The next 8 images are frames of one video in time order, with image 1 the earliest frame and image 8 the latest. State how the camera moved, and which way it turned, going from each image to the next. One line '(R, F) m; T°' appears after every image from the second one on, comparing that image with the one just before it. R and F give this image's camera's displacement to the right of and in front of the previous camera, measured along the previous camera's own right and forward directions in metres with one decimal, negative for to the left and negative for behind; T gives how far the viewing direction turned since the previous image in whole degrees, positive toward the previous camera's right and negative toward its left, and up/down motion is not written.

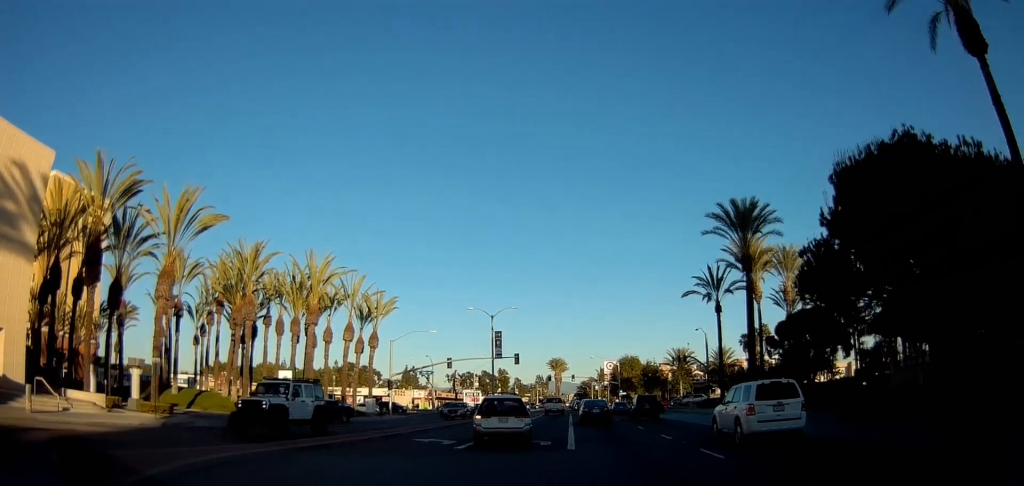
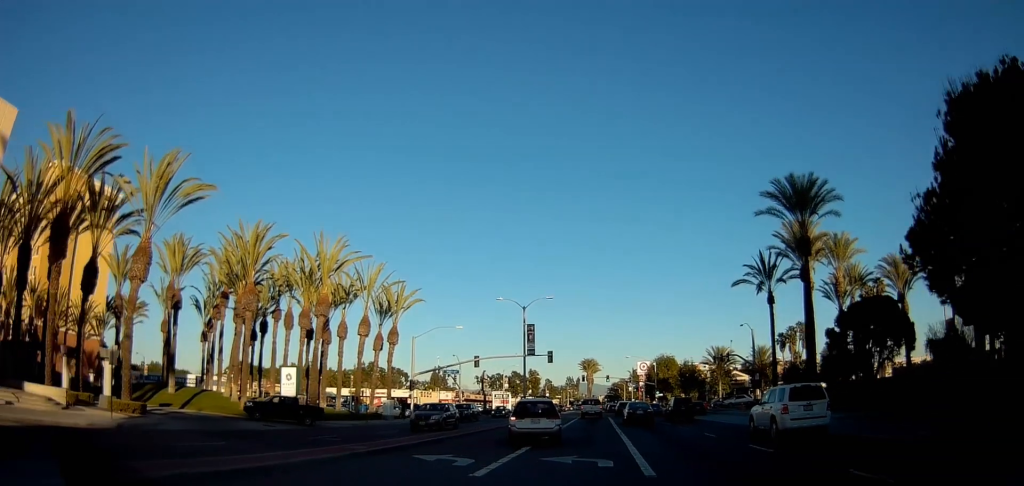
(-0.2, +6.0) m; -2°
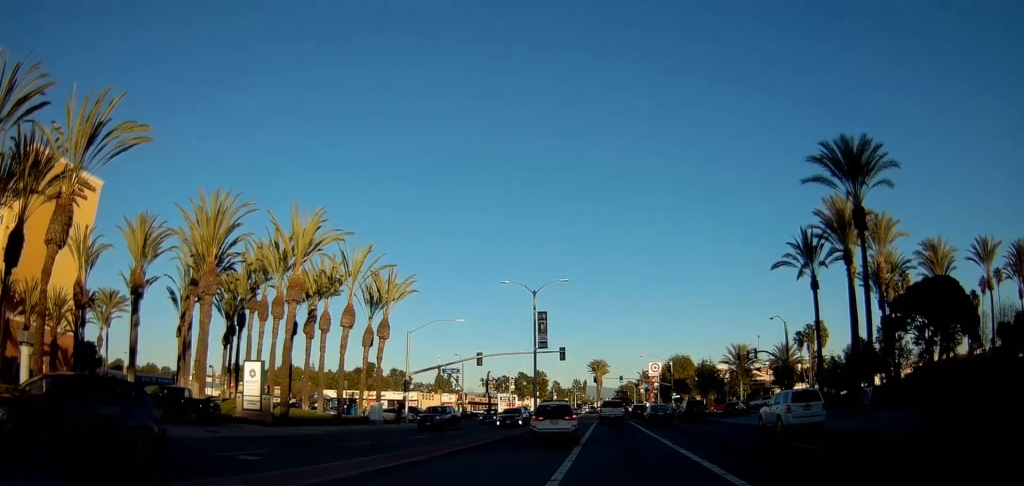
(-0.1, +7.7) m; 0°
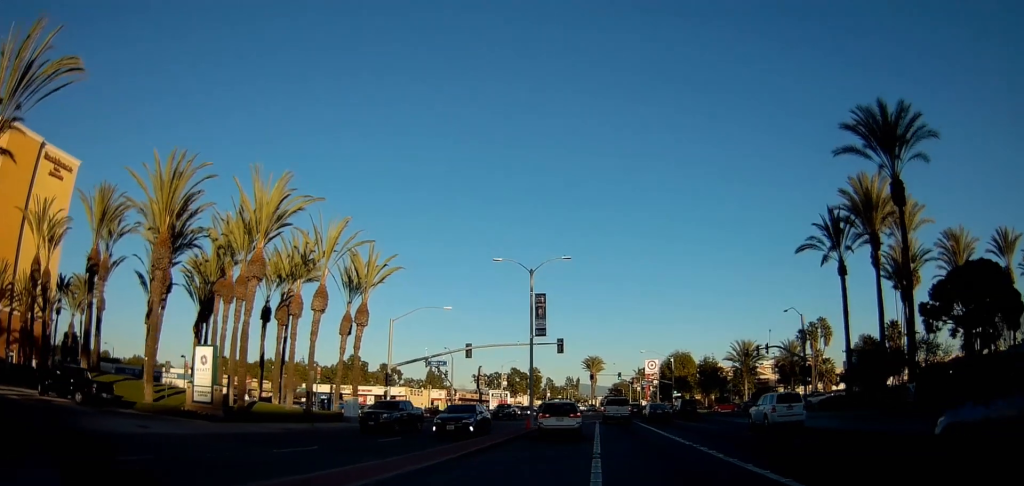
(+0.2, +5.5) m; +1°
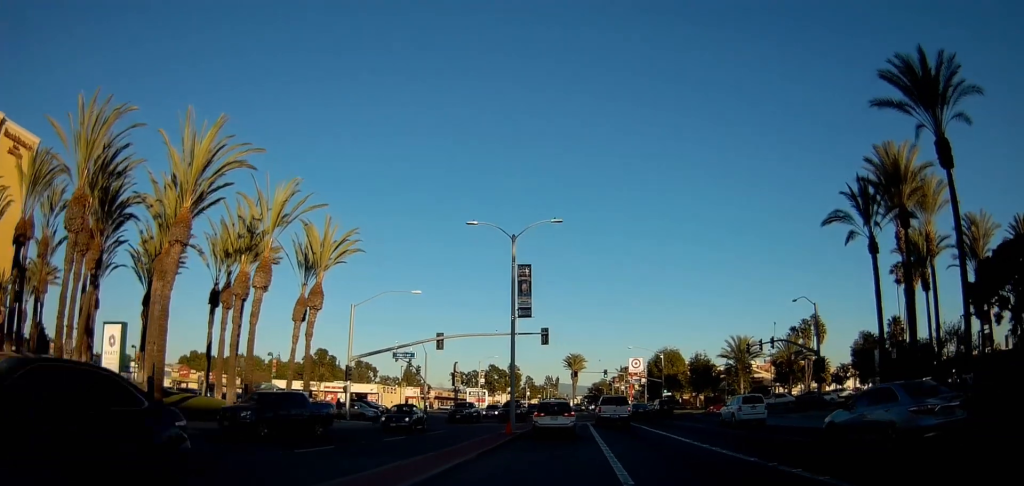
(0.0, +6.9) m; 0°
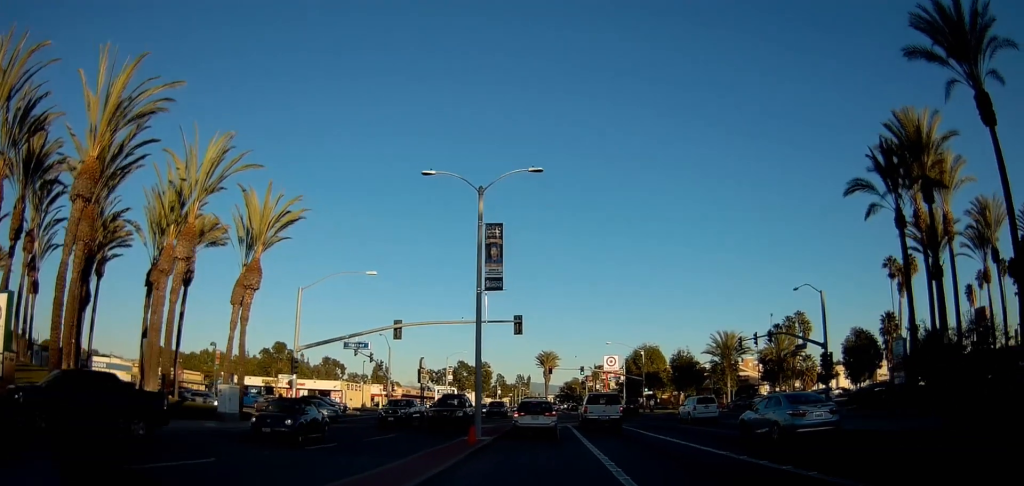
(0.0, +6.2) m; +1°
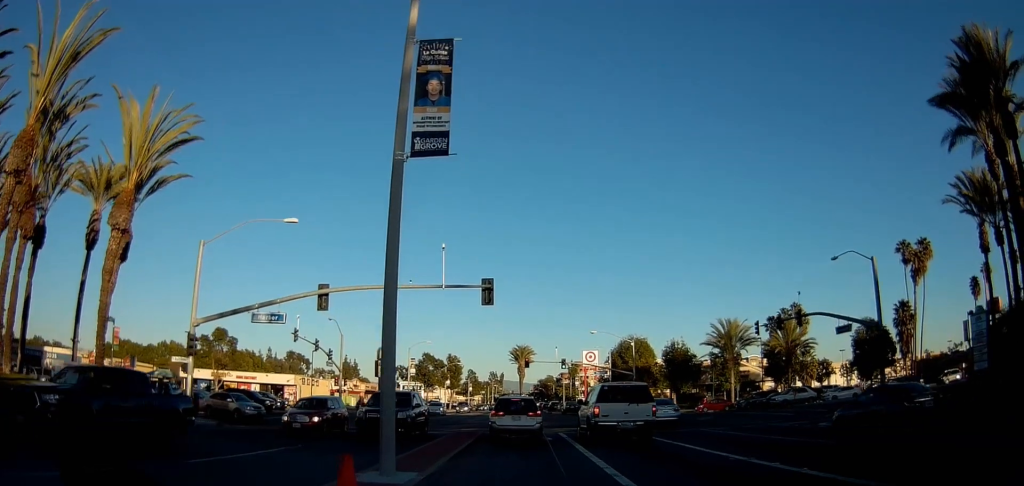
(+0.5, +11.7) m; +5°
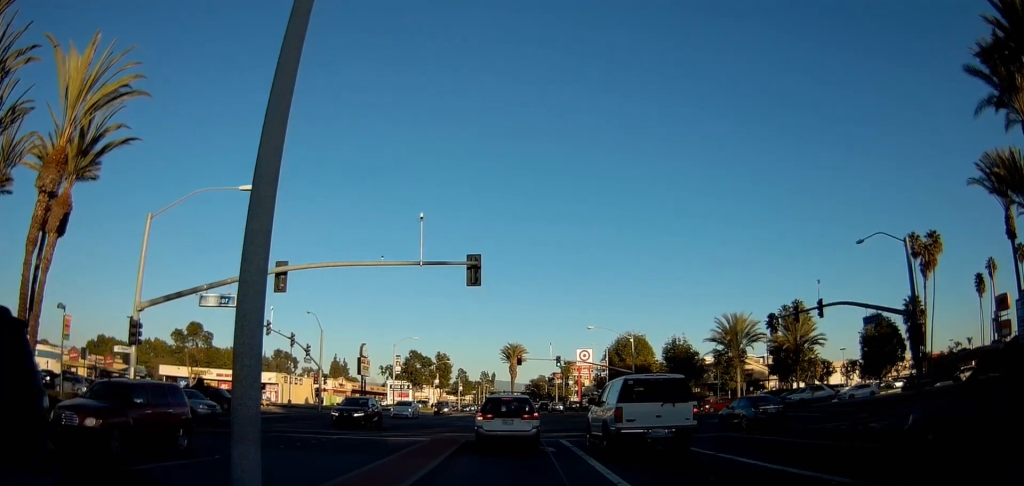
(+0.1, +5.0) m; +1°
